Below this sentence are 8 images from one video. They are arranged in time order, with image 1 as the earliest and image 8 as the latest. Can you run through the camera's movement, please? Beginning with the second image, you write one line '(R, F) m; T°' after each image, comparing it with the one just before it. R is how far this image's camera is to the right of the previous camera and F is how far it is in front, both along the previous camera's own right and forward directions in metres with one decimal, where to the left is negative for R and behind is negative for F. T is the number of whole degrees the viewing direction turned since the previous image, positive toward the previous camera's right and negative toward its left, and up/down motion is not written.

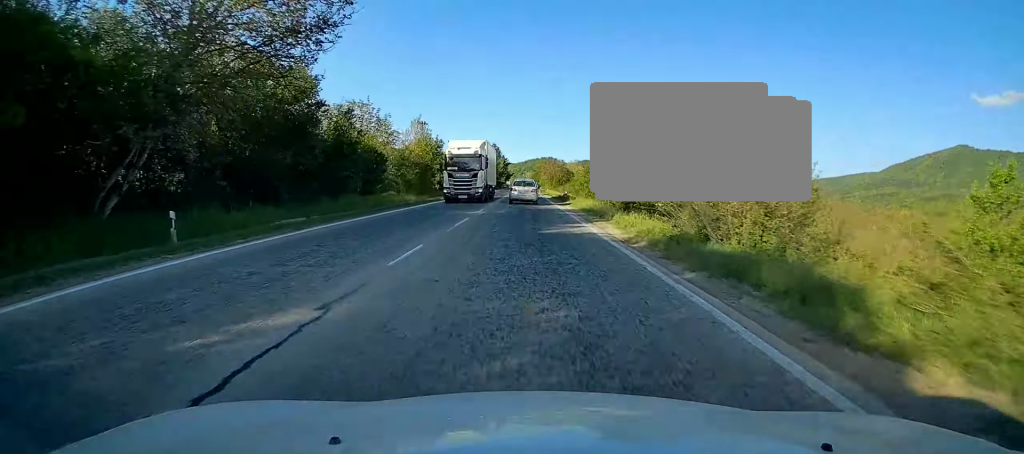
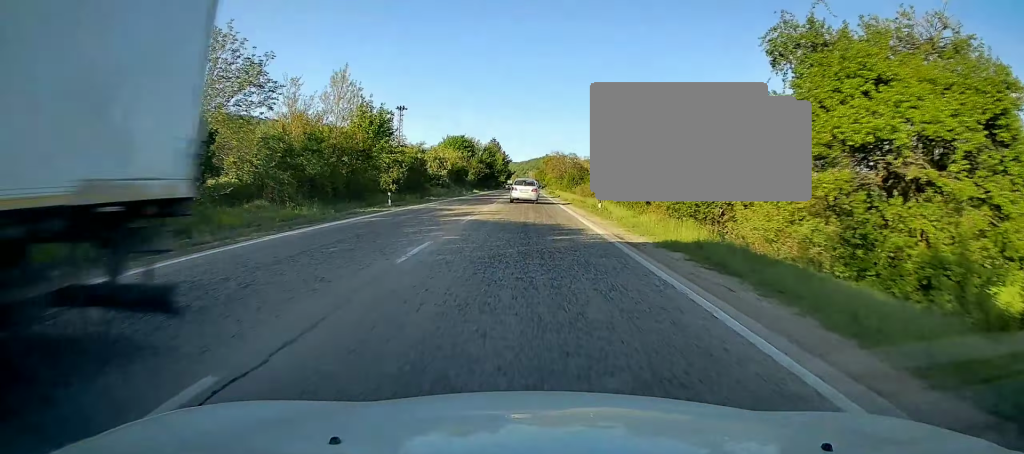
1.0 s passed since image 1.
(+0.1, +26.6) m; 0°
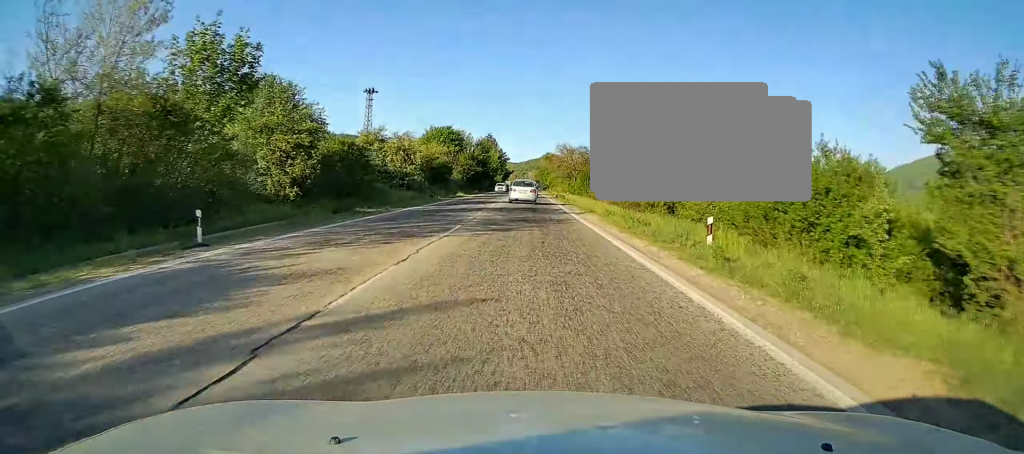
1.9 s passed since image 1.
(-0.2, +21.6) m; -1°
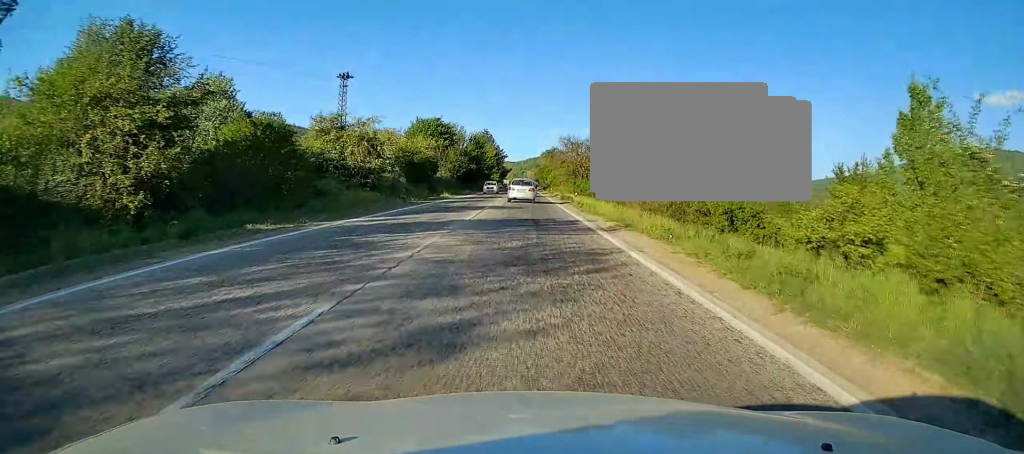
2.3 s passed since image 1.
(0.0, +12.2) m; 0°
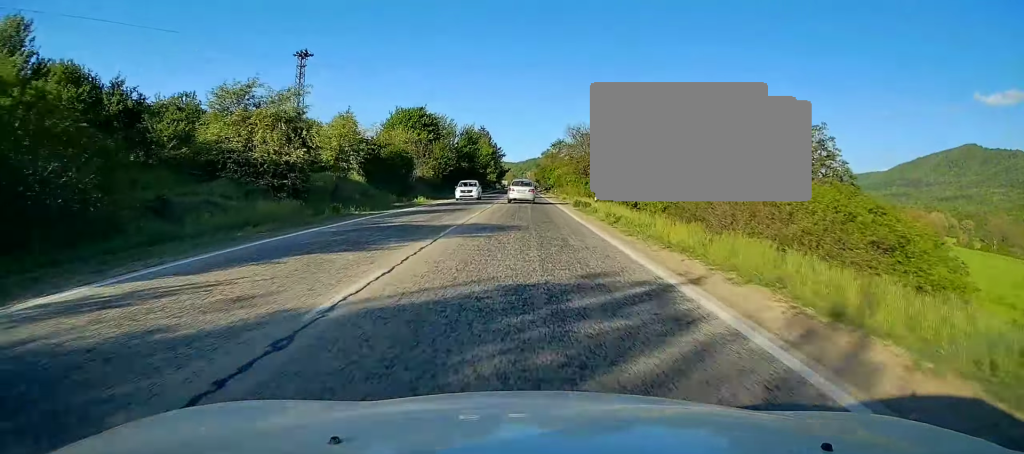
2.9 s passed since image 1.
(0.0, +14.7) m; 0°
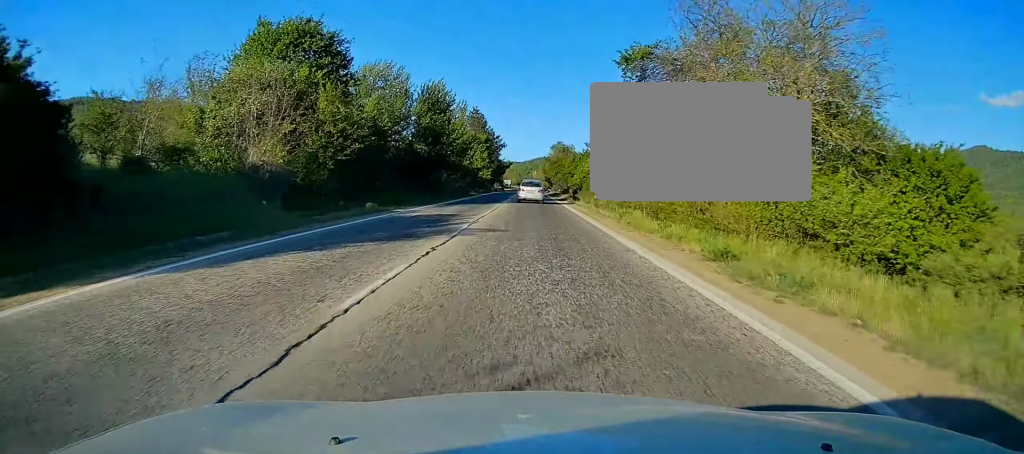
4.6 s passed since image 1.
(+0.2, +44.5) m; 0°
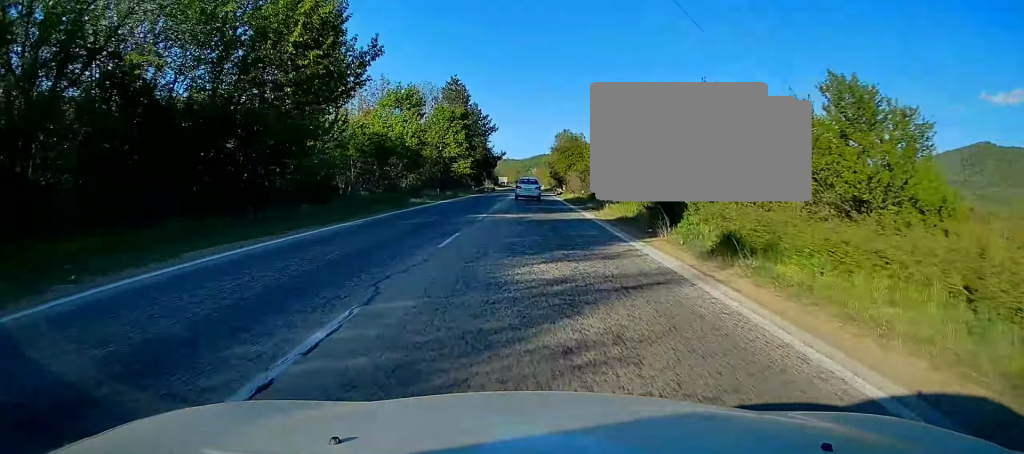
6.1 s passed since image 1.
(0.0, +39.3) m; 0°
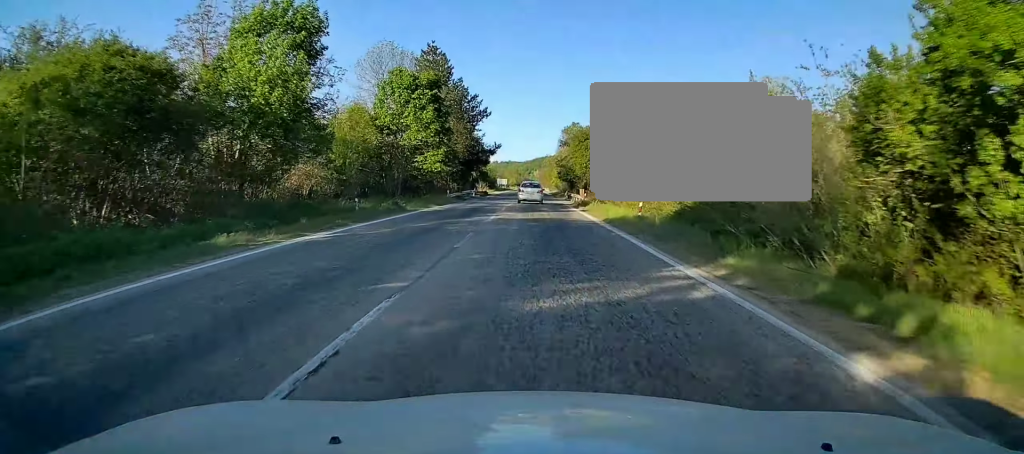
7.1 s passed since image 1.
(0.0, +26.2) m; 0°
